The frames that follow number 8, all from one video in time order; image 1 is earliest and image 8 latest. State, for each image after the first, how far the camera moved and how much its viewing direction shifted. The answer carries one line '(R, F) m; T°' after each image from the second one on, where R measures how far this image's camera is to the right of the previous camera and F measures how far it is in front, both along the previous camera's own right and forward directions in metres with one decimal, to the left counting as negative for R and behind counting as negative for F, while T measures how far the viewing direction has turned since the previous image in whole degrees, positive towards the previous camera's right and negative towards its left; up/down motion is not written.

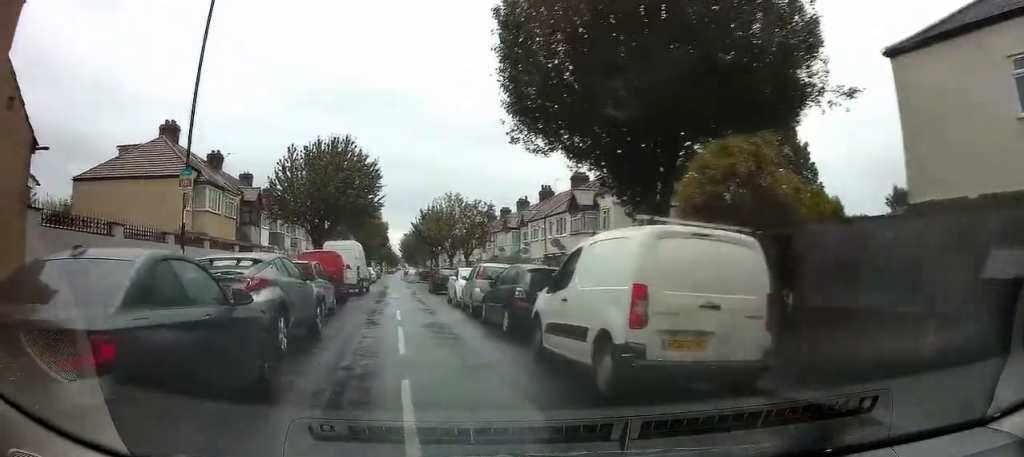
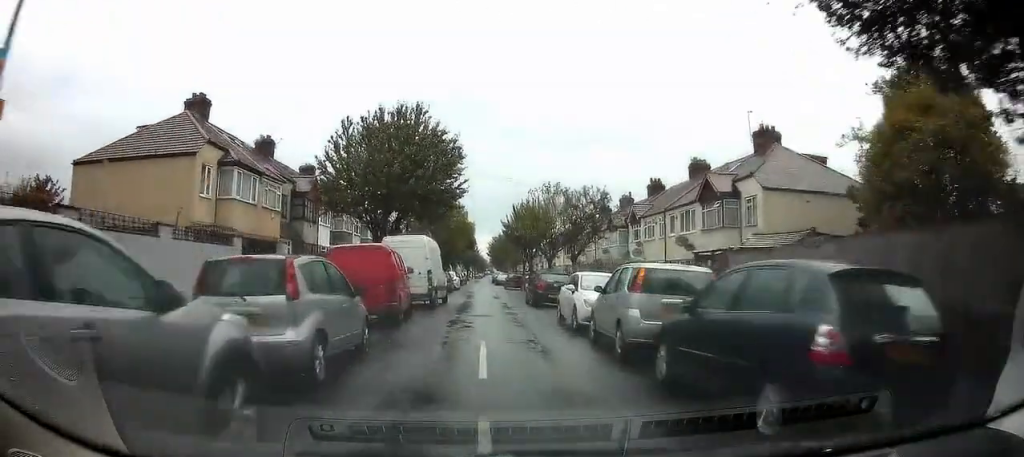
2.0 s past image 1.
(-0.3, +7.1) m; -4°
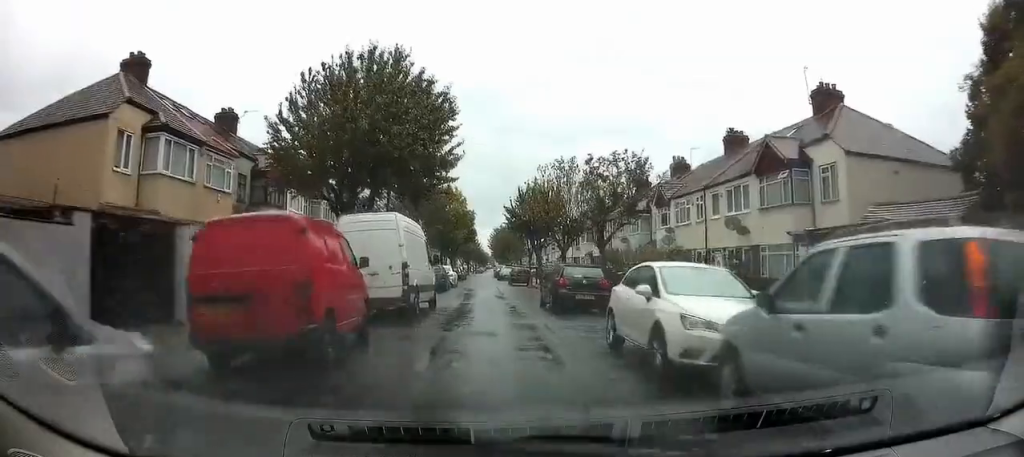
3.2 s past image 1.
(-0.1, +6.1) m; +2°
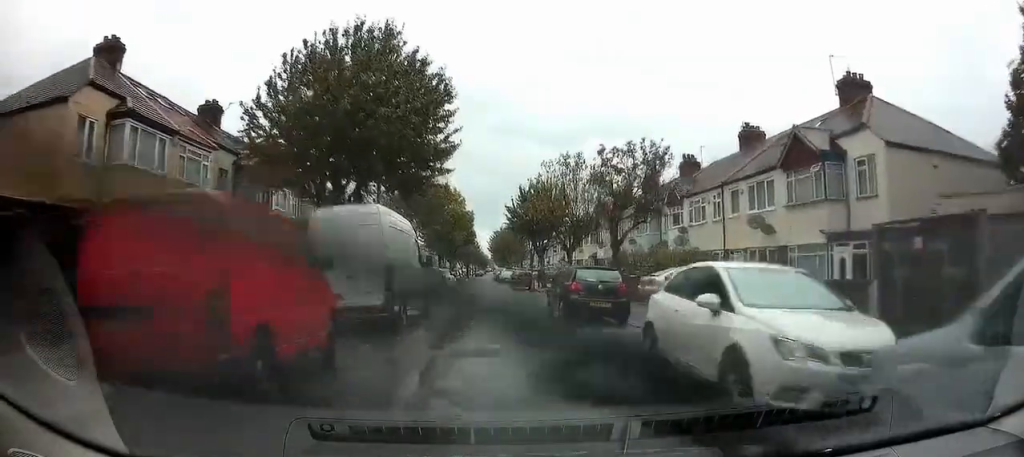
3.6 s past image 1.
(+0.1, +2.2) m; 0°
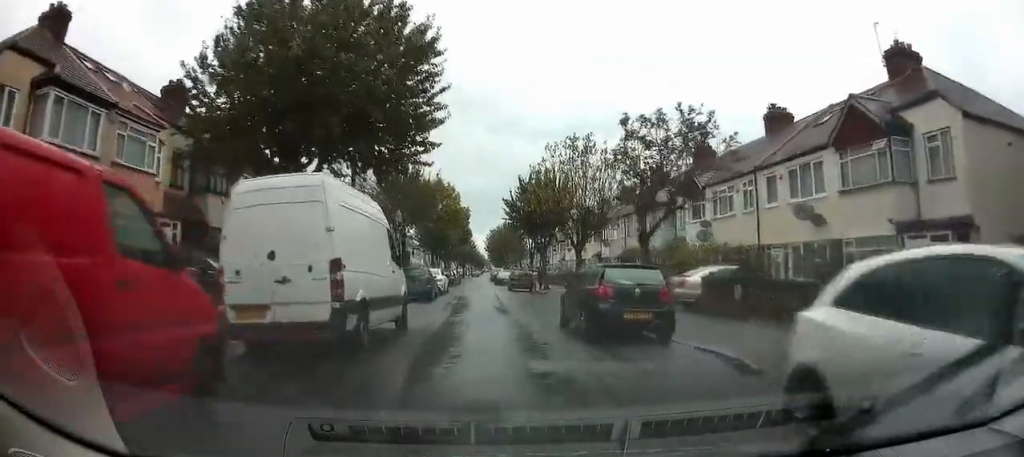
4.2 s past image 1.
(+0.1, +3.7) m; -1°
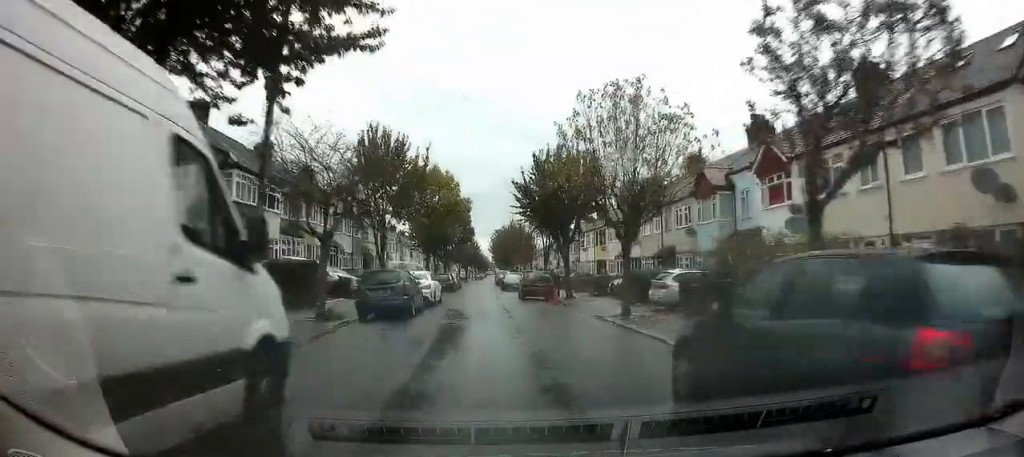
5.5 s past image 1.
(-0.6, +8.2) m; -7°
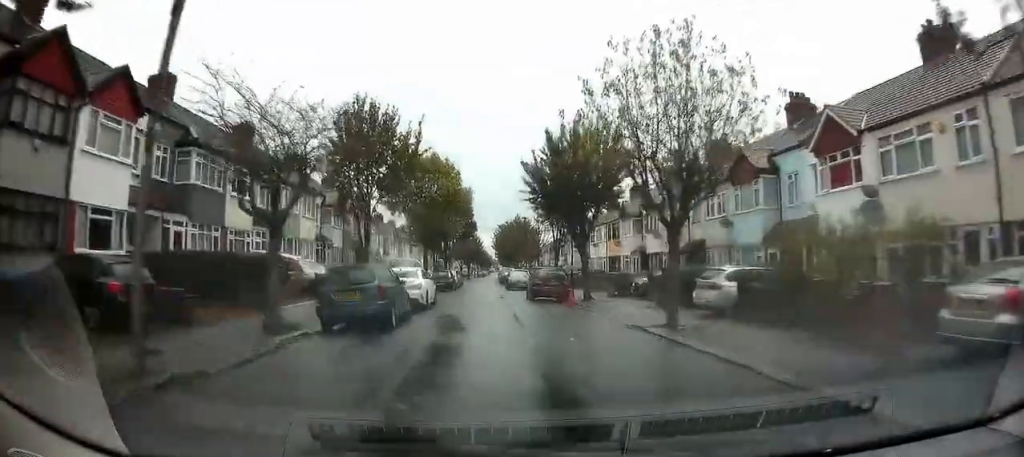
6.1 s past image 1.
(-0.2, +4.3) m; -1°
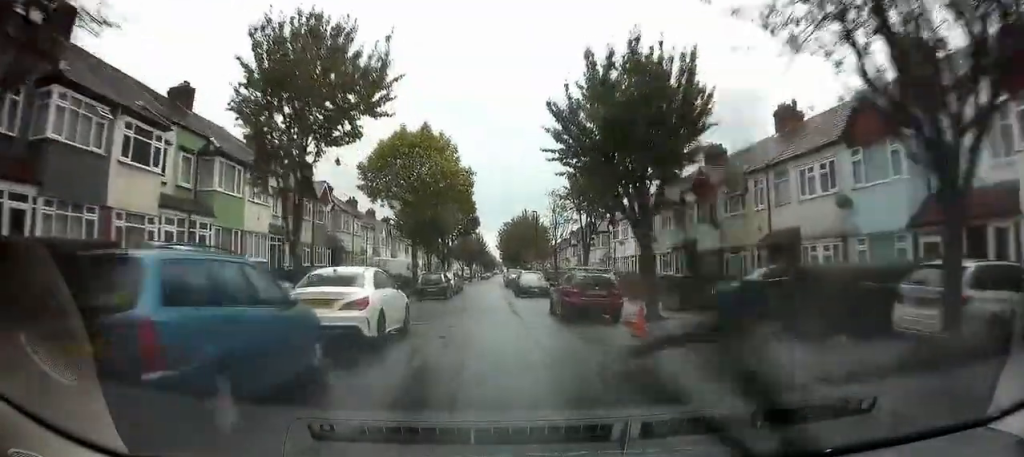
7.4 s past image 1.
(+0.3, +9.5) m; +3°
